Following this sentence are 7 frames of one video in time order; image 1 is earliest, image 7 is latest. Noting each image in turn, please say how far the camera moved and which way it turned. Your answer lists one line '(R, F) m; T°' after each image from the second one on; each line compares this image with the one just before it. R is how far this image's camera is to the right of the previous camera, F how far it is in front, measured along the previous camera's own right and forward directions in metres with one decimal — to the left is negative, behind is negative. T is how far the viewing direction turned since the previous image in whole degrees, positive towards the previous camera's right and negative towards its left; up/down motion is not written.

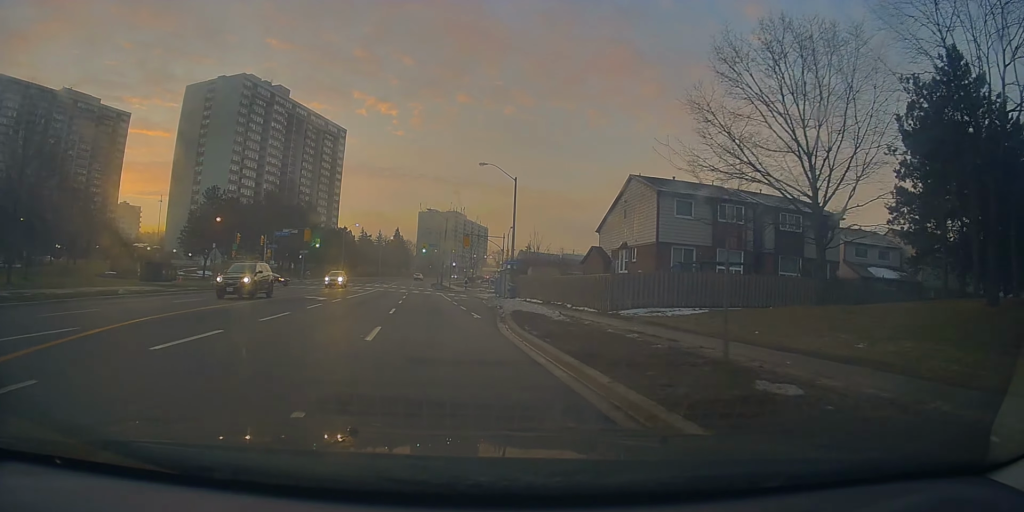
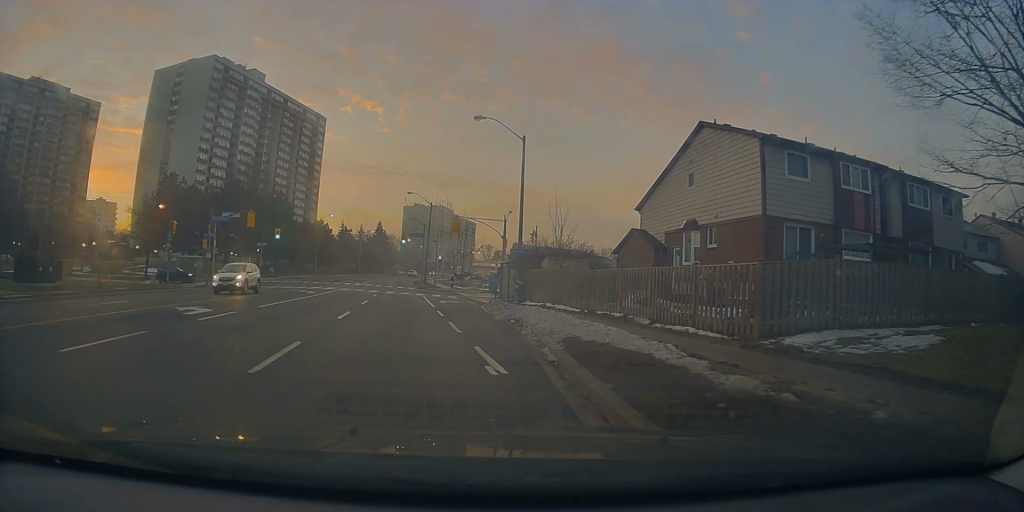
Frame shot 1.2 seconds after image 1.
(+0.1, +12.7) m; +1°
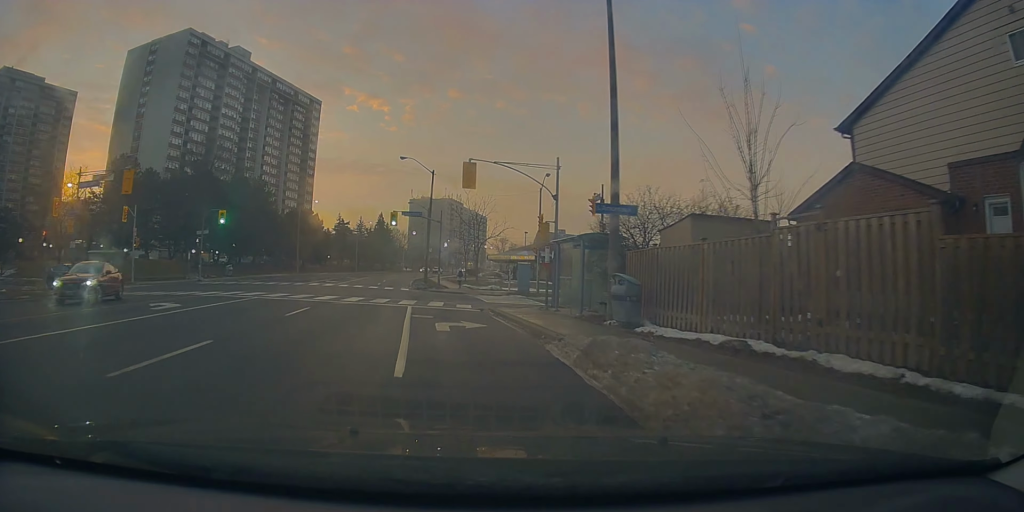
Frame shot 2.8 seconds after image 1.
(-0.1, +18.8) m; -3°
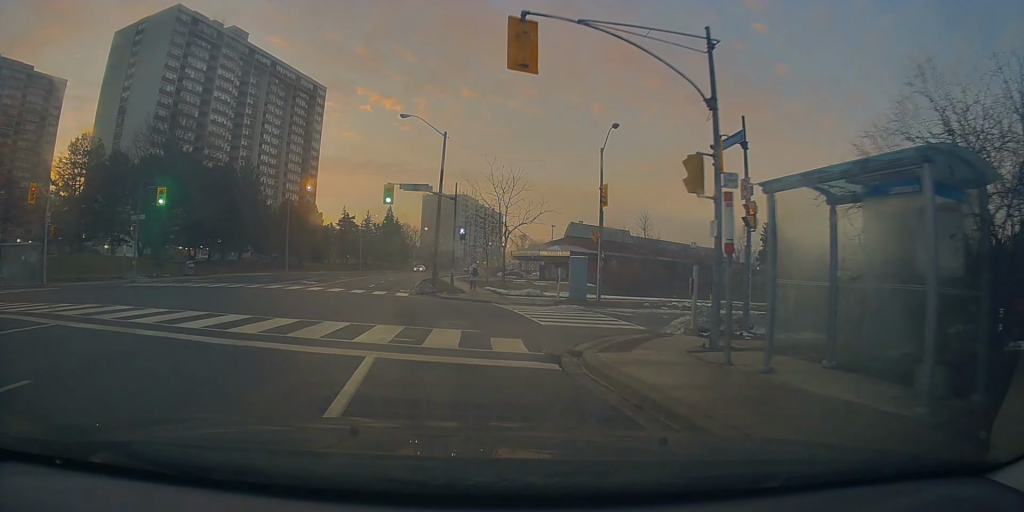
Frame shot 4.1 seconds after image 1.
(-0.2, +14.1) m; +3°
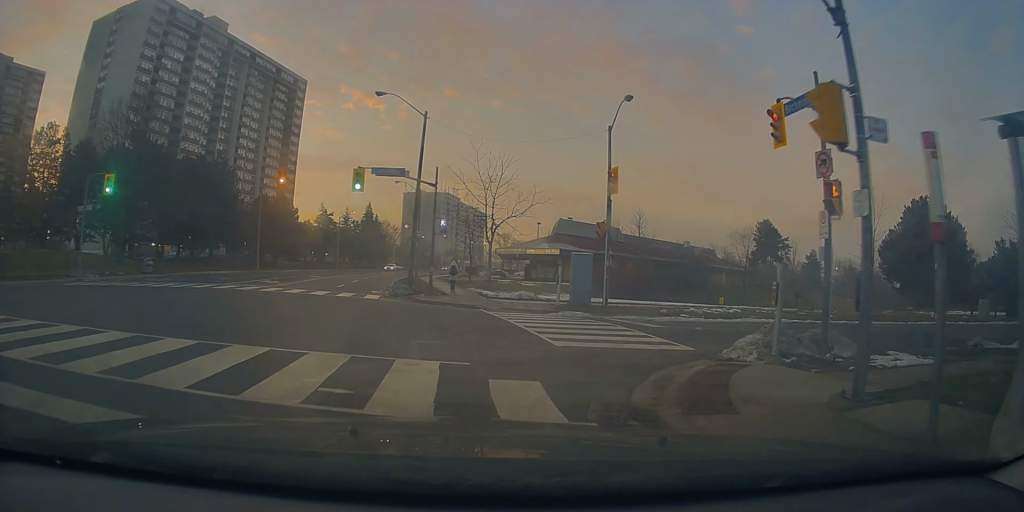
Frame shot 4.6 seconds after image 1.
(+0.1, +5.2) m; +3°
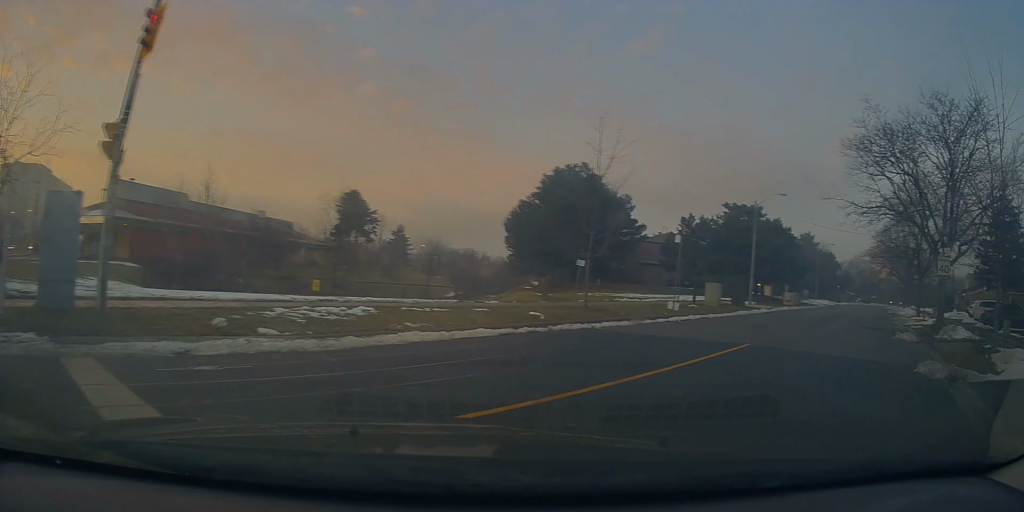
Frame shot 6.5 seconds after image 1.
(+3.7, +12.8) m; +46°
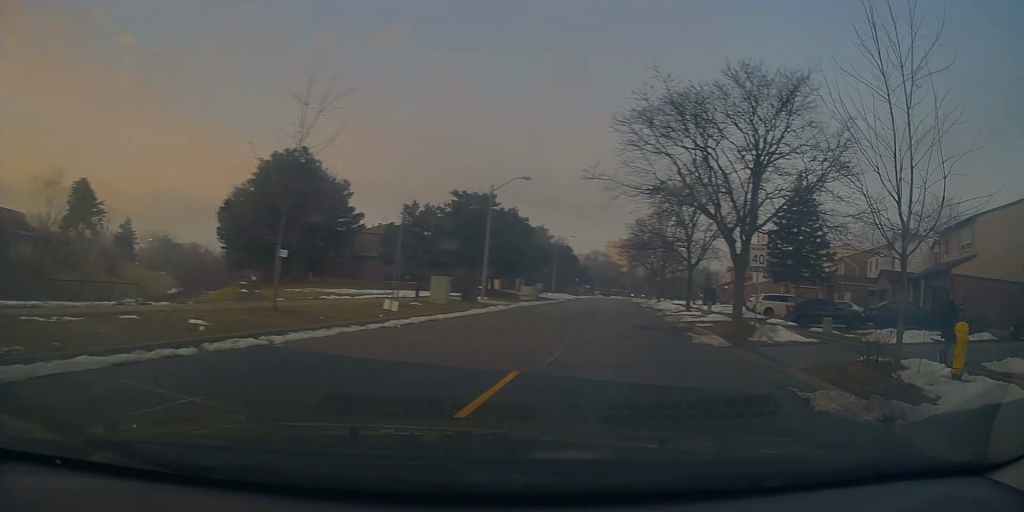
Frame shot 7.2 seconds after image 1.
(+1.2, +4.9) m; +19°
